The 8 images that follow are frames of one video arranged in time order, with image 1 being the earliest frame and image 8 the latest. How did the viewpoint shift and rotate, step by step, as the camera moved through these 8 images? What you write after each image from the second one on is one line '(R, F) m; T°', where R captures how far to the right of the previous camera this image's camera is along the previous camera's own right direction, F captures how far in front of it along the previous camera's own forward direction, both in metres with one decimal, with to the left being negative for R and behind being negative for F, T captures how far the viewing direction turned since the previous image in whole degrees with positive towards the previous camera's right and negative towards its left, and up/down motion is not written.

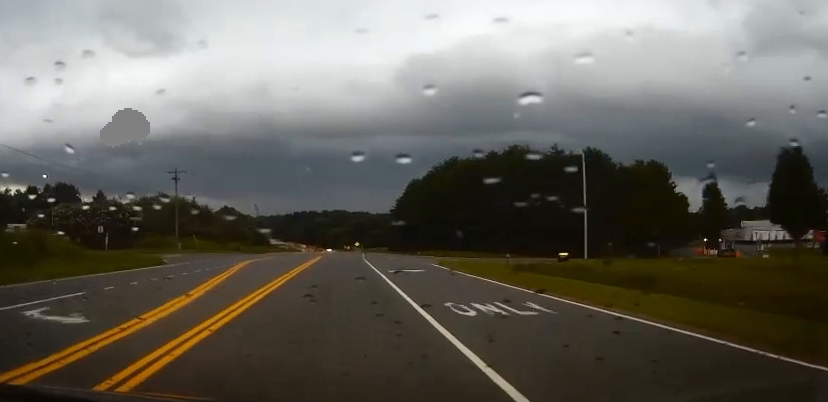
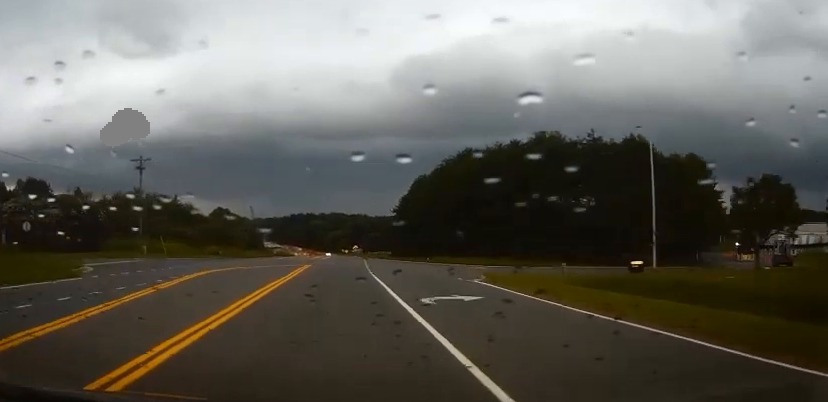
(0.0, +13.6) m; 0°
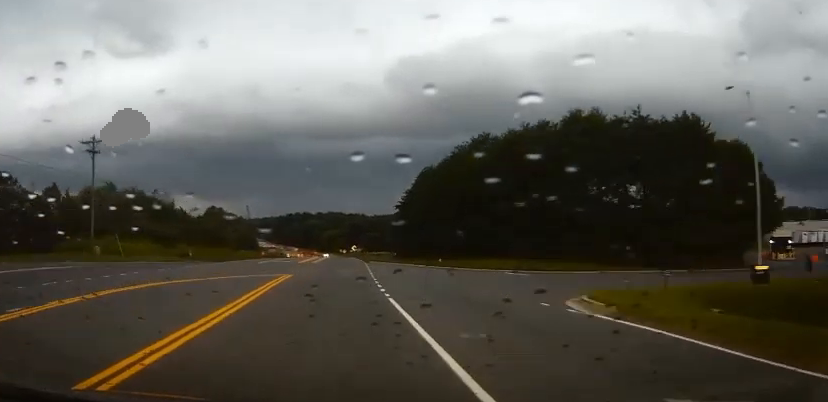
(0.0, +12.8) m; 0°
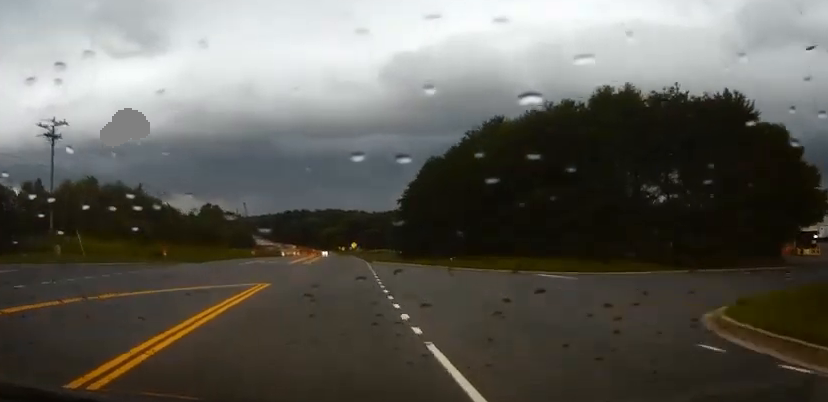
(+0.1, +8.1) m; 0°
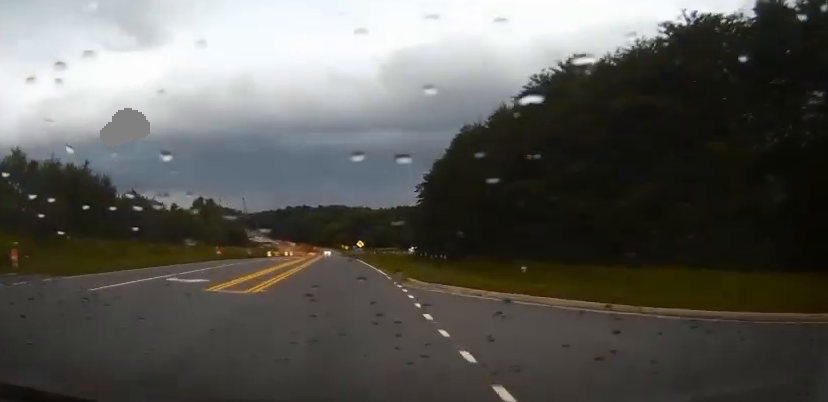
(-0.1, +25.6) m; -1°
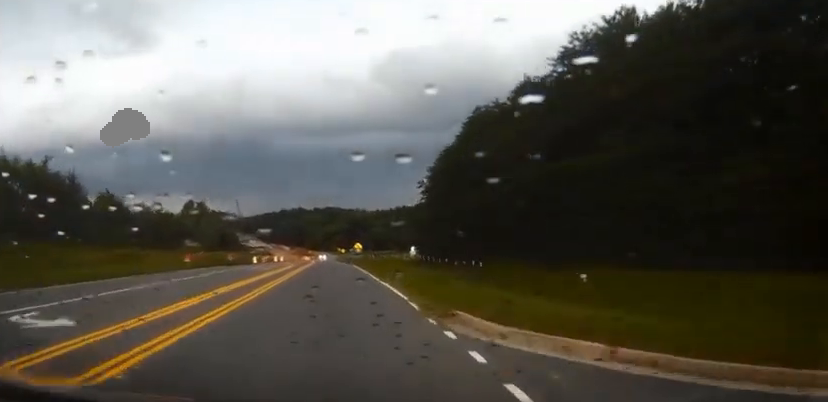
(0.0, +10.6) m; 0°
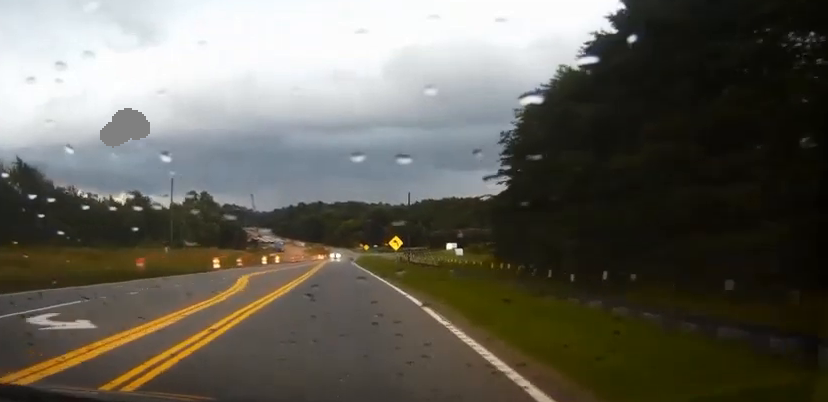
(-0.6, +33.0) m; -1°
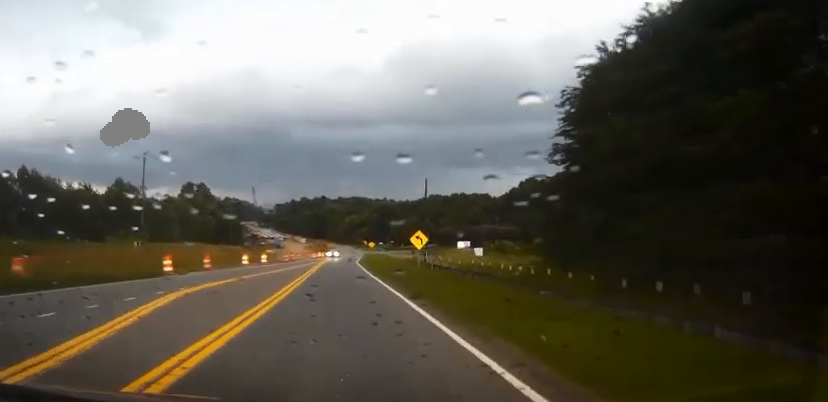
(0.0, +13.0) m; 0°
